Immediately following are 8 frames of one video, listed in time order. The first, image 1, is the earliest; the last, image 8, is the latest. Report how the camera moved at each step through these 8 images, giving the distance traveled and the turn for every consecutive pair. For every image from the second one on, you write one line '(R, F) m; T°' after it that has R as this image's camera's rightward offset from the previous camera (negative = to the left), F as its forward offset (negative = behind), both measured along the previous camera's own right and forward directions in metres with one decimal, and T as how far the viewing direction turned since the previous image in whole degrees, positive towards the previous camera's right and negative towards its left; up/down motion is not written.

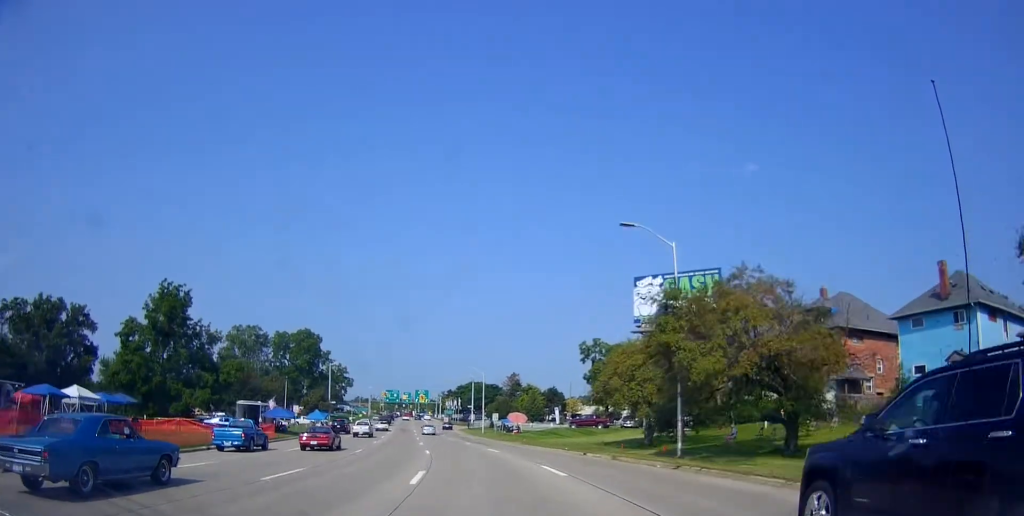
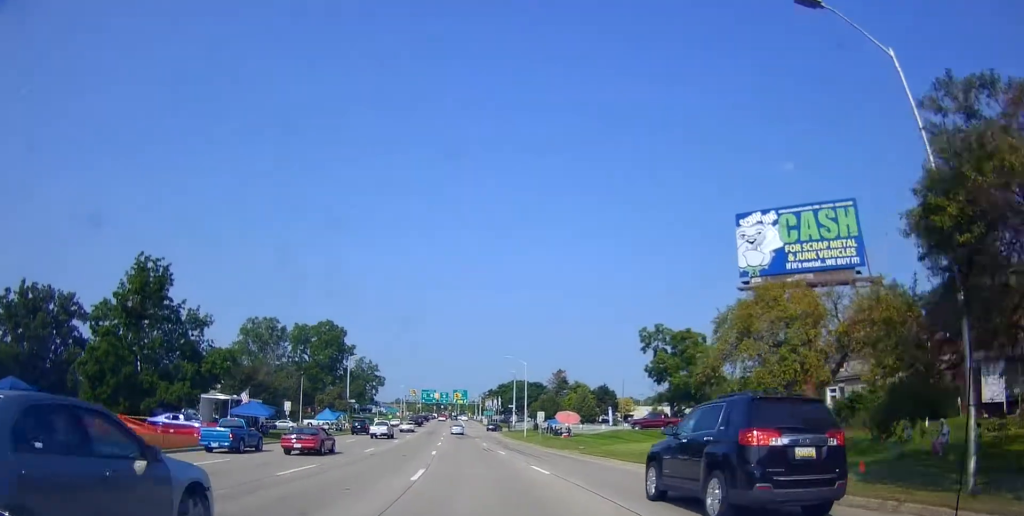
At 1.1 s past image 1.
(-0.3, +14.7) m; -3°
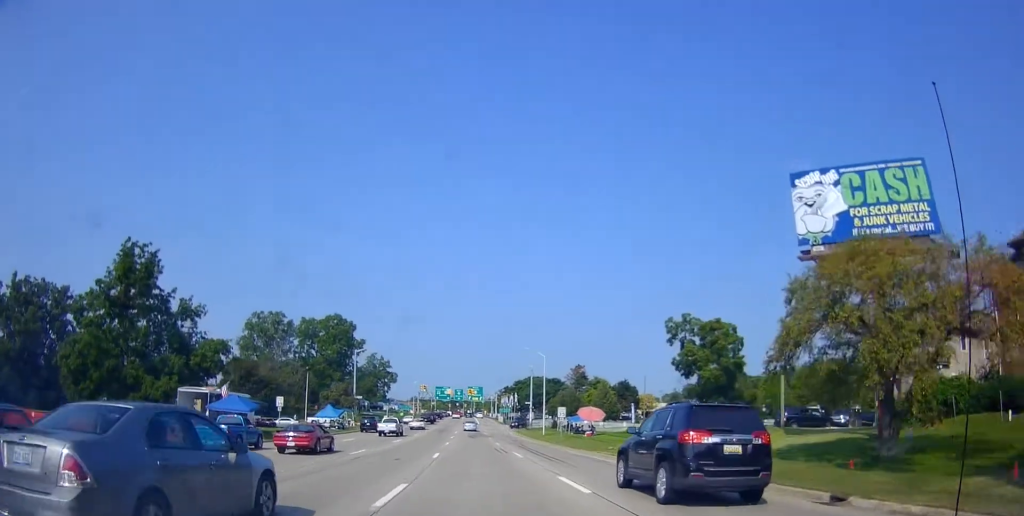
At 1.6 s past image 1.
(+0.1, +5.6) m; -1°
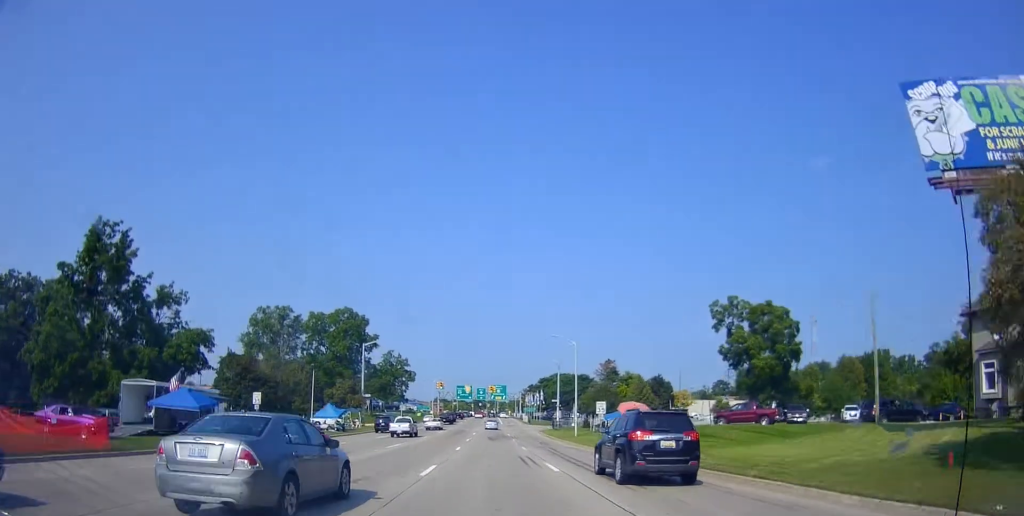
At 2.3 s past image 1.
(-0.4, +9.0) m; -2°
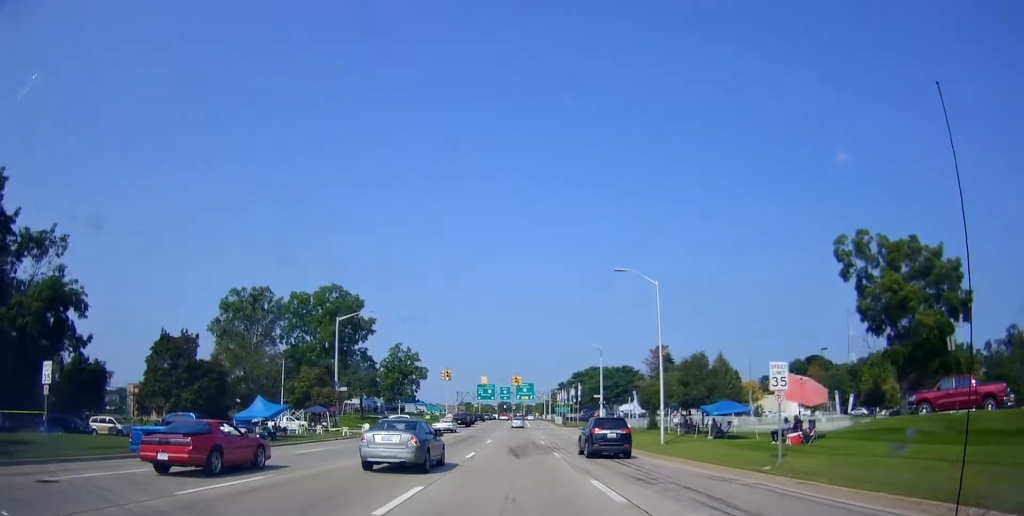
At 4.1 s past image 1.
(-0.3, +23.4) m; -2°
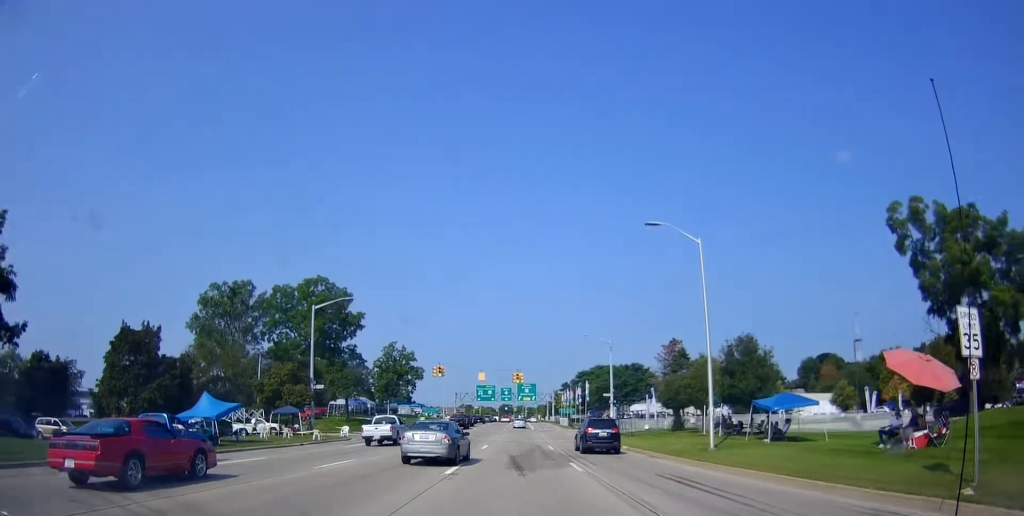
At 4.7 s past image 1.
(0.0, +7.8) m; -1°
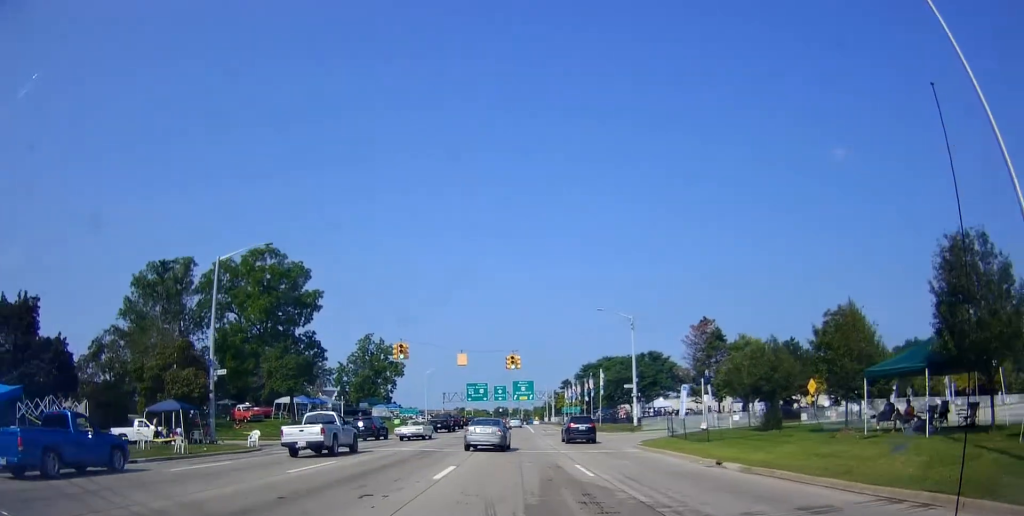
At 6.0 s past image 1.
(-0.2, +17.8) m; 0°
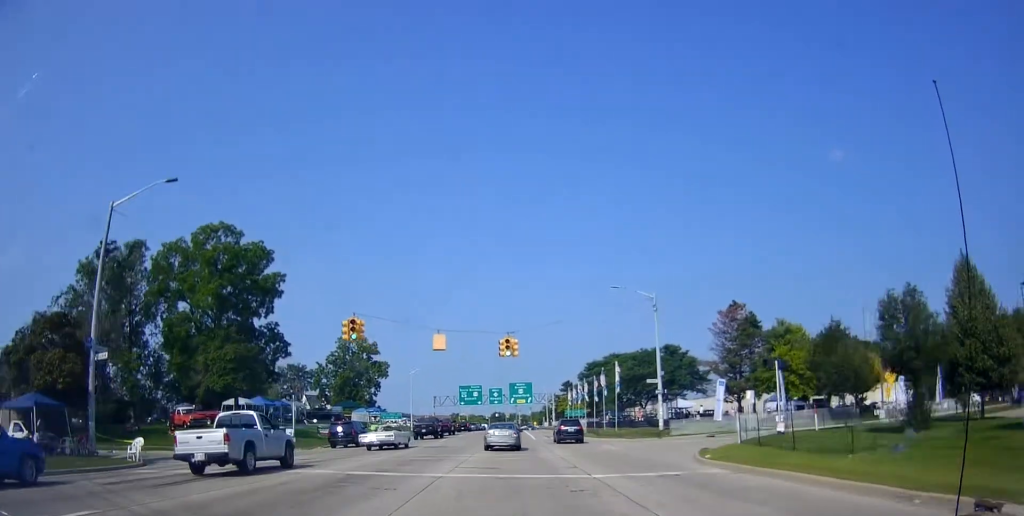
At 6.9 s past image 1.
(+0.1, +11.7) m; -1°
